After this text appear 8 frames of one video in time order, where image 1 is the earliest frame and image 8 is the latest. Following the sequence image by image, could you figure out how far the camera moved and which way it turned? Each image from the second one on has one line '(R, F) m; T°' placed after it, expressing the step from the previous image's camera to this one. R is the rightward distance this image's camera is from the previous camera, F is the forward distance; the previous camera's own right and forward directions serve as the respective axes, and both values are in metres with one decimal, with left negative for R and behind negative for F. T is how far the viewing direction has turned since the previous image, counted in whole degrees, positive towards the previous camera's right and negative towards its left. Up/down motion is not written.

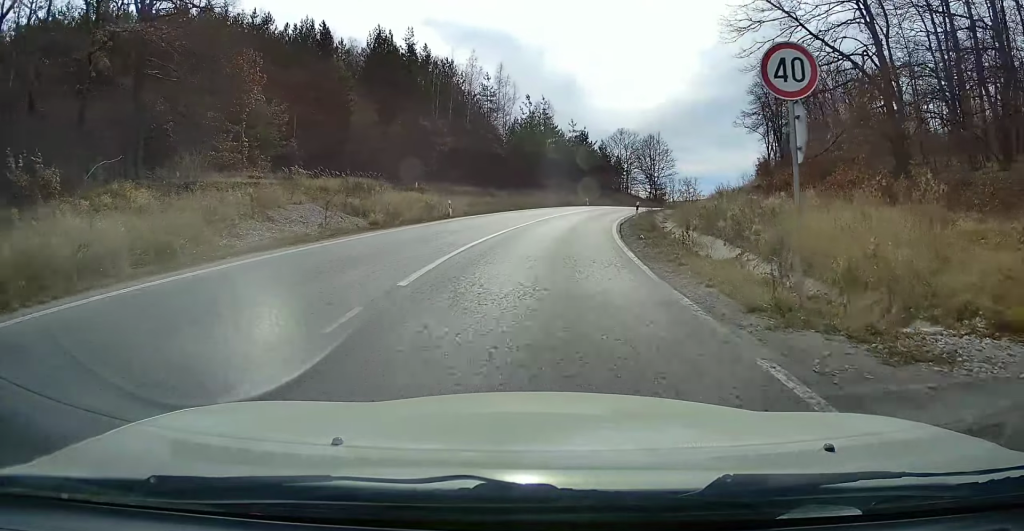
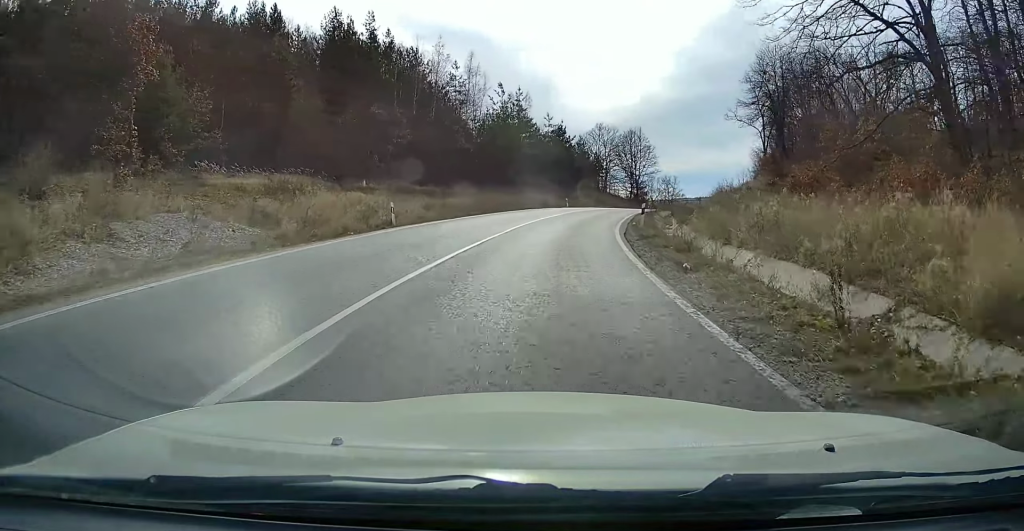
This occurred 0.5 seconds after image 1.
(+0.1, +8.0) m; +2°
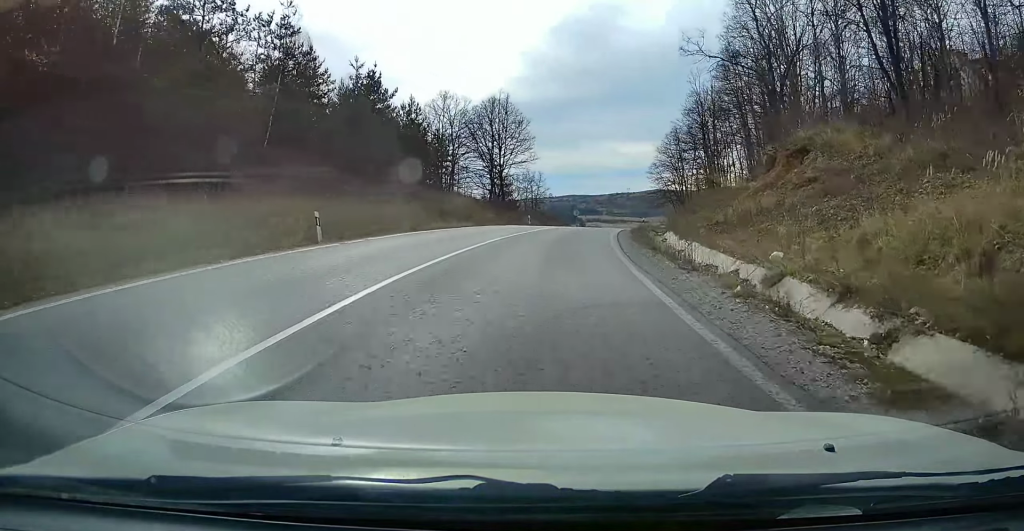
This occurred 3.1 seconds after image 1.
(+4.4, +40.4) m; +12°
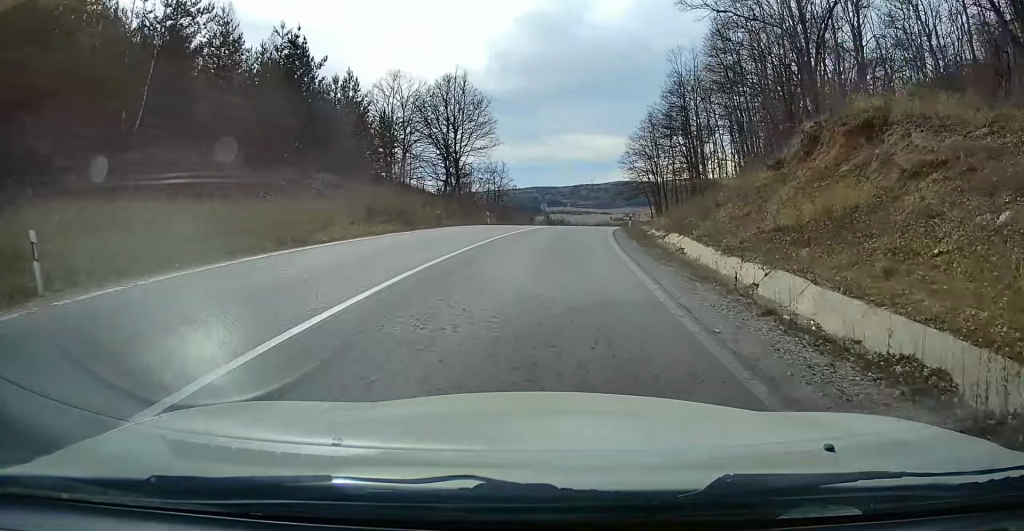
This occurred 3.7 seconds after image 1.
(+0.2, +10.1) m; +2°
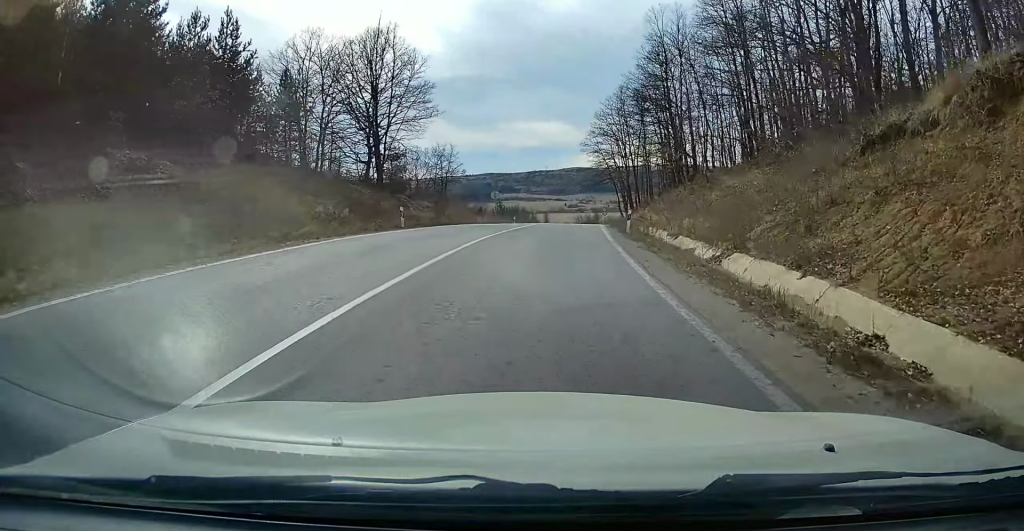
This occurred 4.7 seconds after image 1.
(+0.3, +15.1) m; +4°
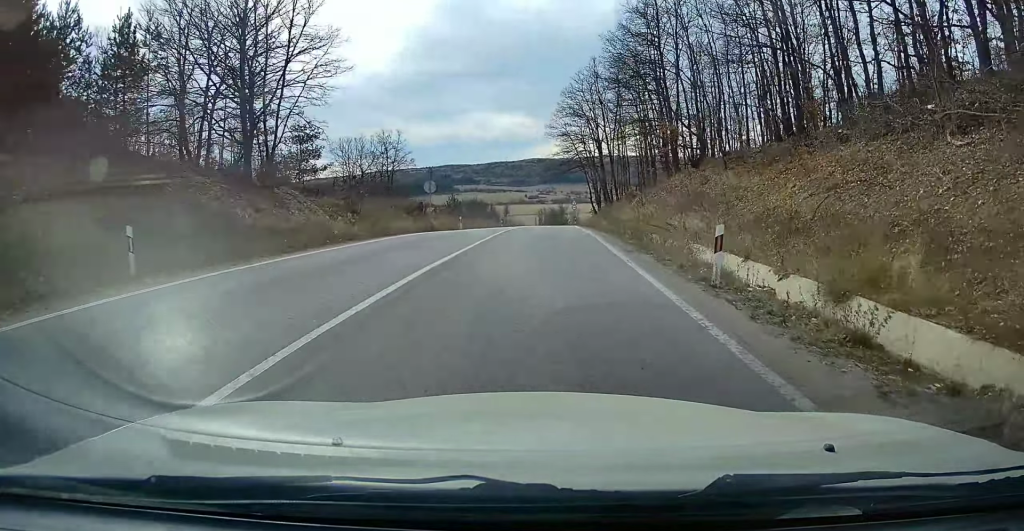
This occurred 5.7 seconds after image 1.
(+0.8, +16.0) m; +4°
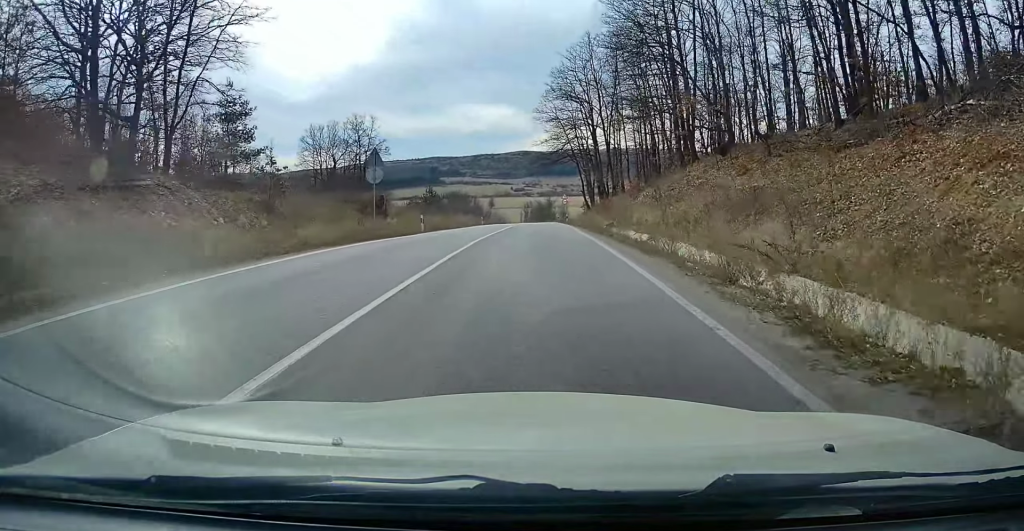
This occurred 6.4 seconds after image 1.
(+0.1, +10.3) m; +1°
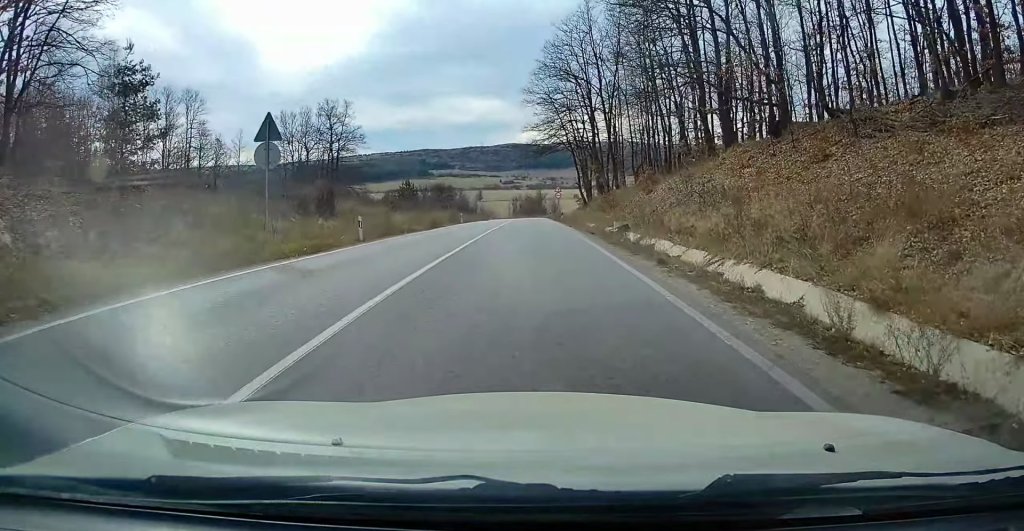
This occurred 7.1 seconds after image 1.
(+0.1, +10.6) m; +1°
